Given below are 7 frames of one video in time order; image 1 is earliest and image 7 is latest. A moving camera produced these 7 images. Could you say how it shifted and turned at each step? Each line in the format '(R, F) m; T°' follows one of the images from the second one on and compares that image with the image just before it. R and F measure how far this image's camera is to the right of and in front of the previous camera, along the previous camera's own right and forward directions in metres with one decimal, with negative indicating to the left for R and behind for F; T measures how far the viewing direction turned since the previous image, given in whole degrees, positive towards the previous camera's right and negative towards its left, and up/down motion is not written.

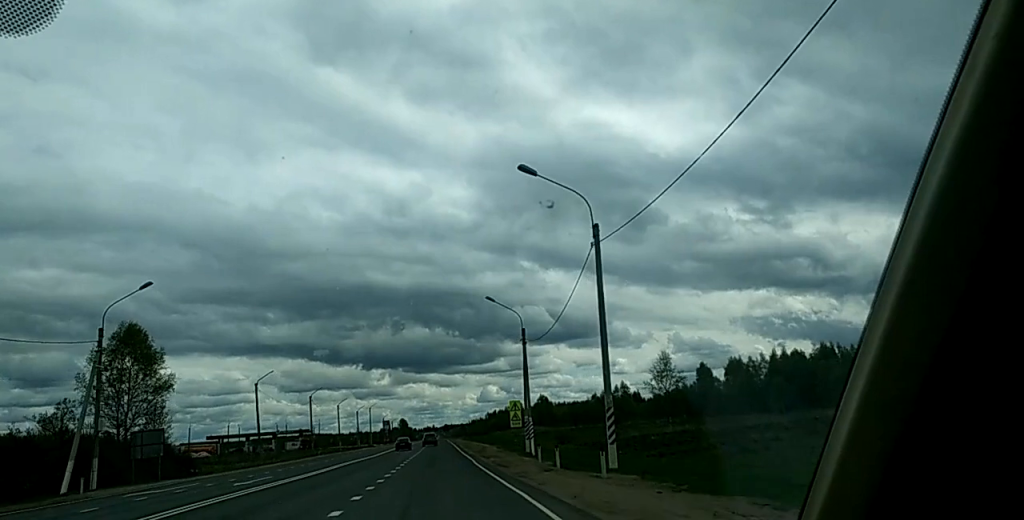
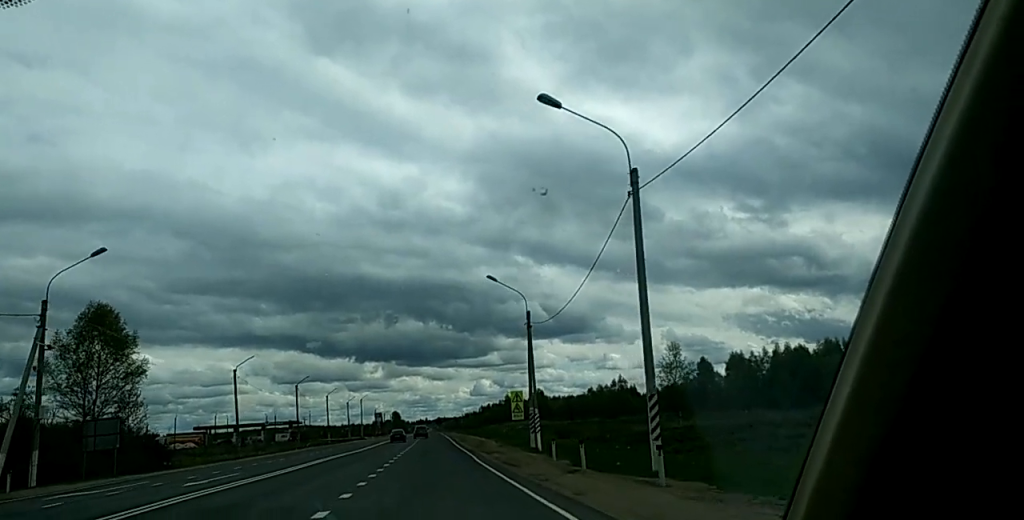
(+0.3, +6.3) m; +1°
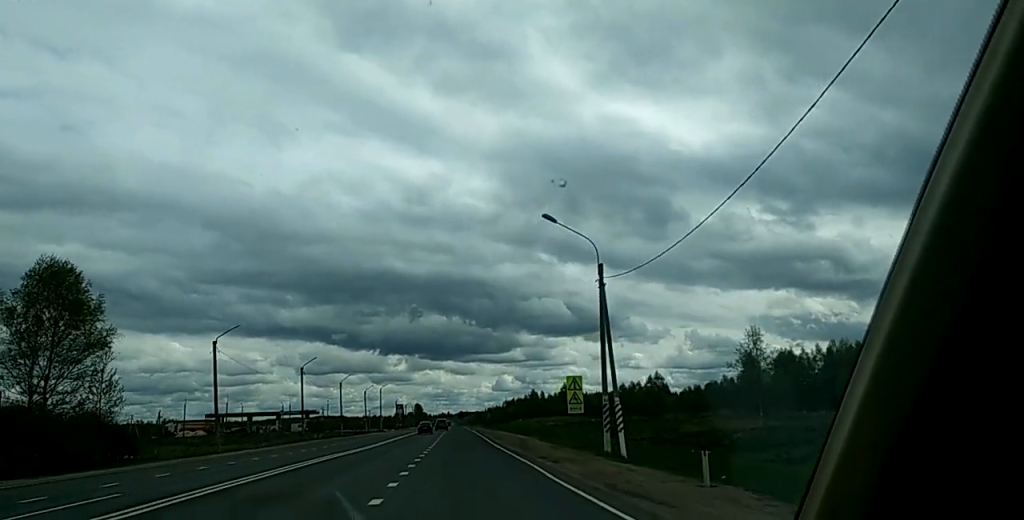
(+0.2, +15.9) m; 0°
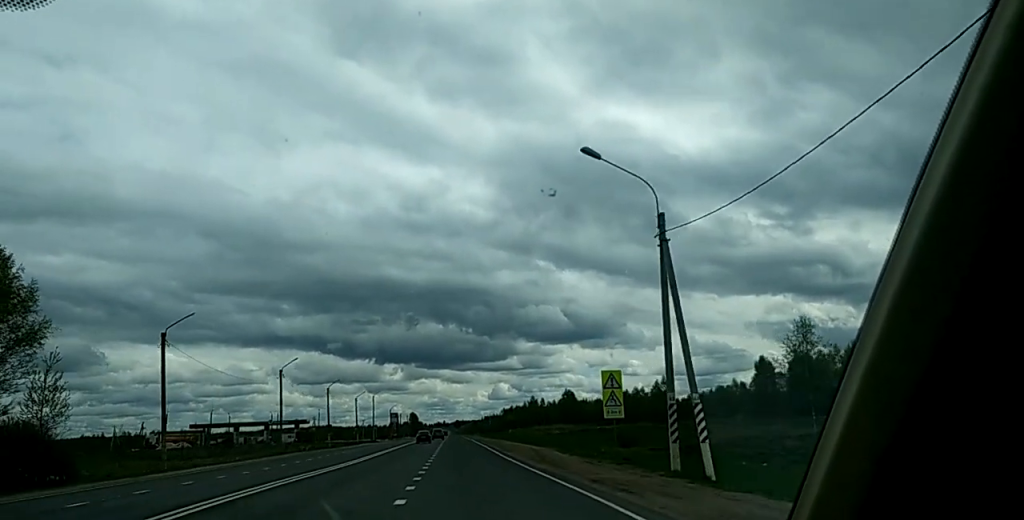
(-0.1, +10.6) m; -1°
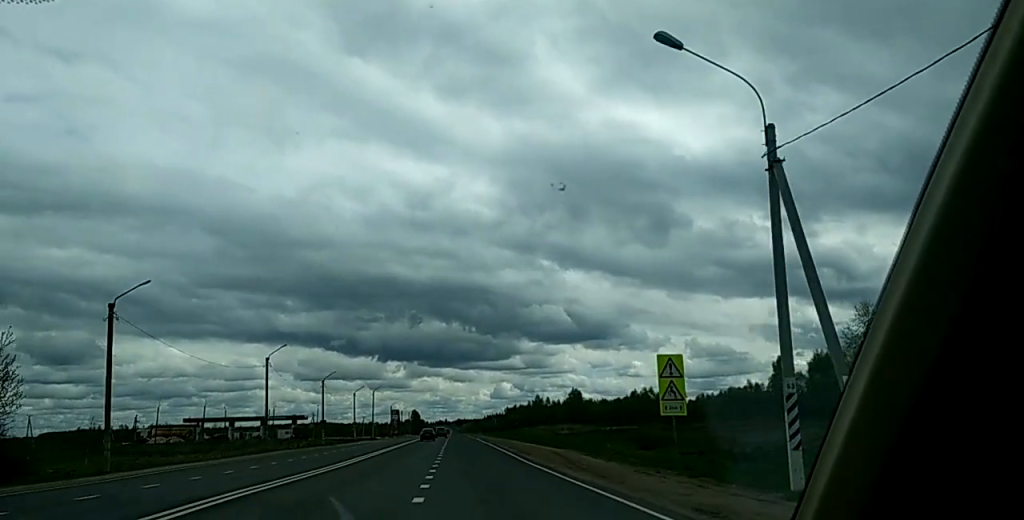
(-0.2, +9.2) m; 0°
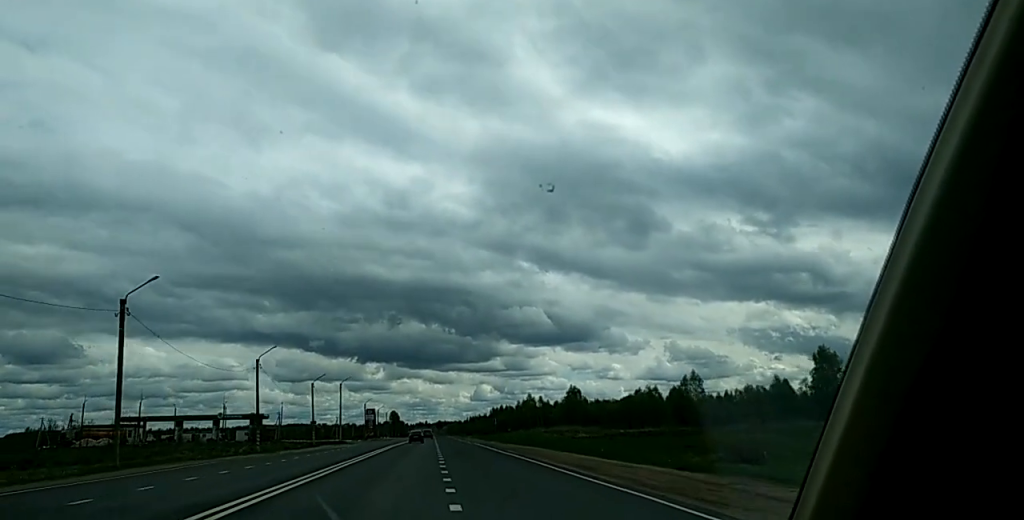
(+0.4, +31.4) m; 0°
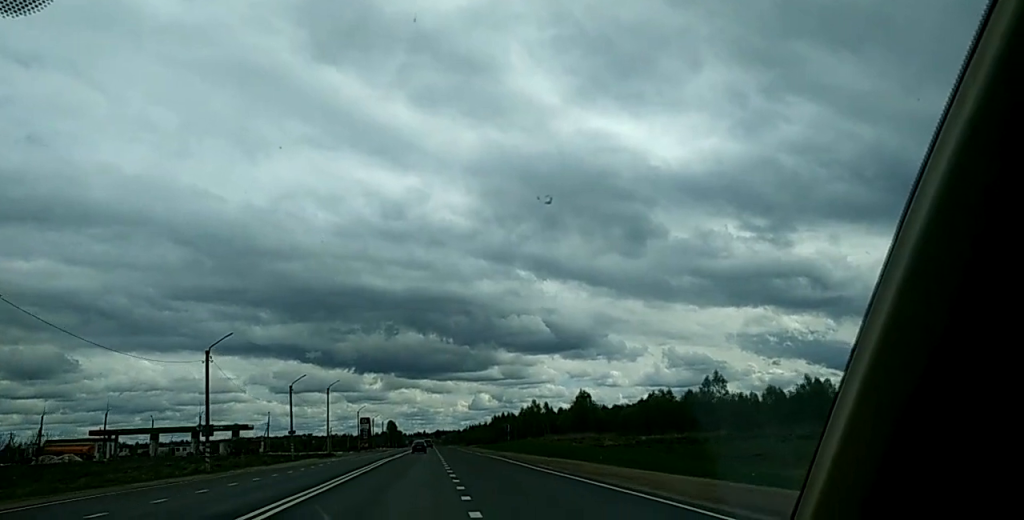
(-0.2, +16.3) m; -1°
